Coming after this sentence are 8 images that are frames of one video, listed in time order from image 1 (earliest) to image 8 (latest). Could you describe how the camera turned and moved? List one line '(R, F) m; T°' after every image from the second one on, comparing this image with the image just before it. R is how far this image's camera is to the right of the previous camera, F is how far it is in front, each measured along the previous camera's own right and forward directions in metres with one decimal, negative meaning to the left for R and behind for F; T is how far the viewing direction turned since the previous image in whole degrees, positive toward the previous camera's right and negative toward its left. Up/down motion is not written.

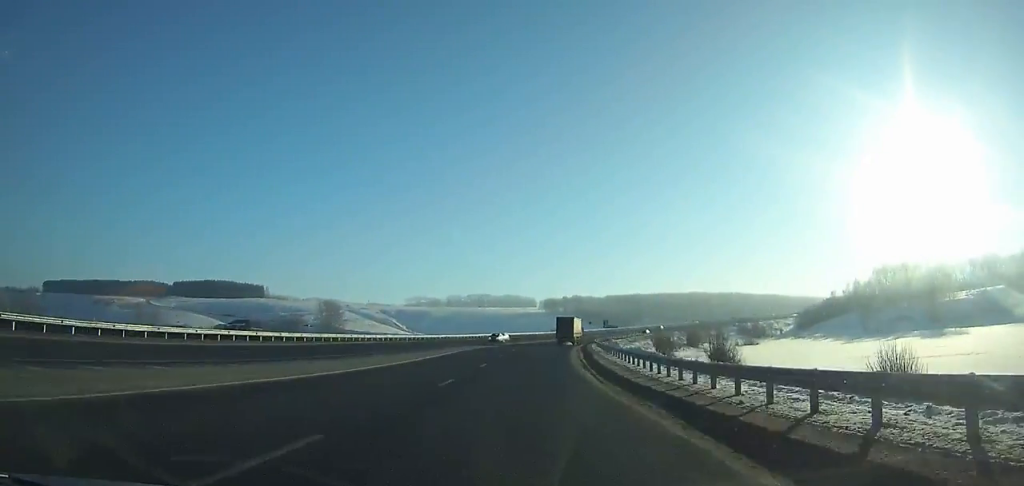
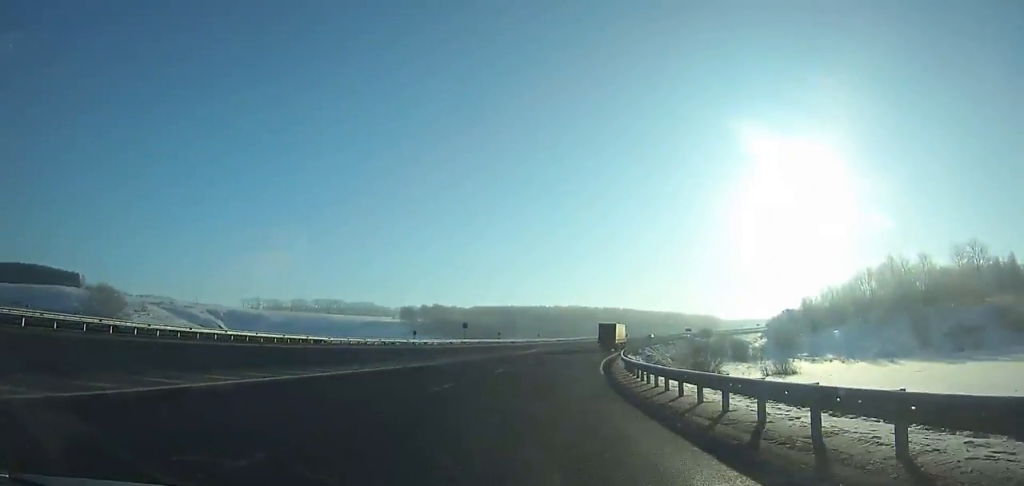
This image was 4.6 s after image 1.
(+10.9, +107.0) m; +15°
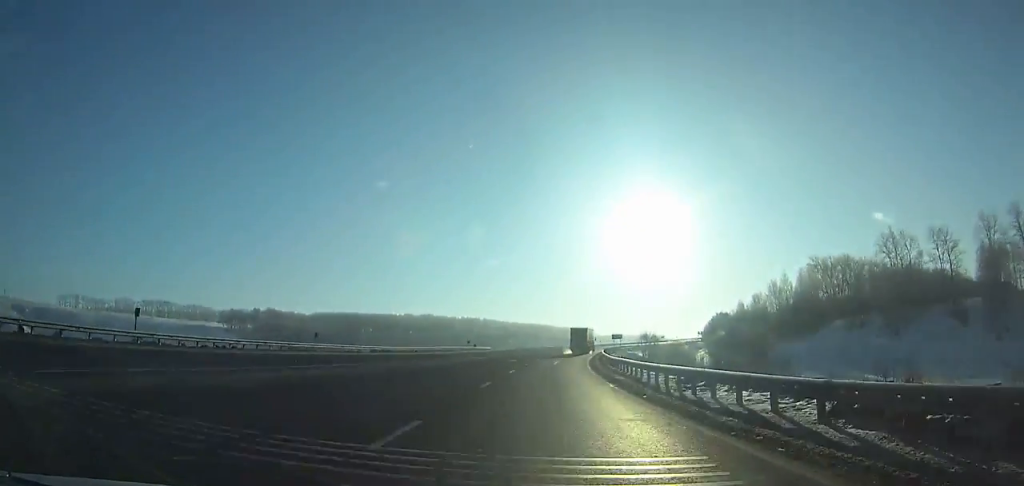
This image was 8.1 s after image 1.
(+10.5, +78.5) m; +12°
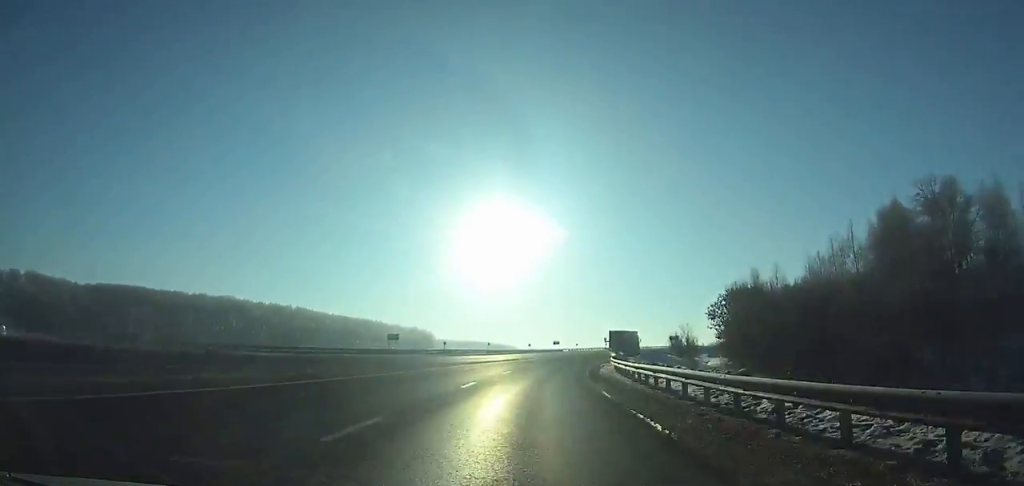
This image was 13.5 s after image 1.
(+15.4, +116.3) m; +18°
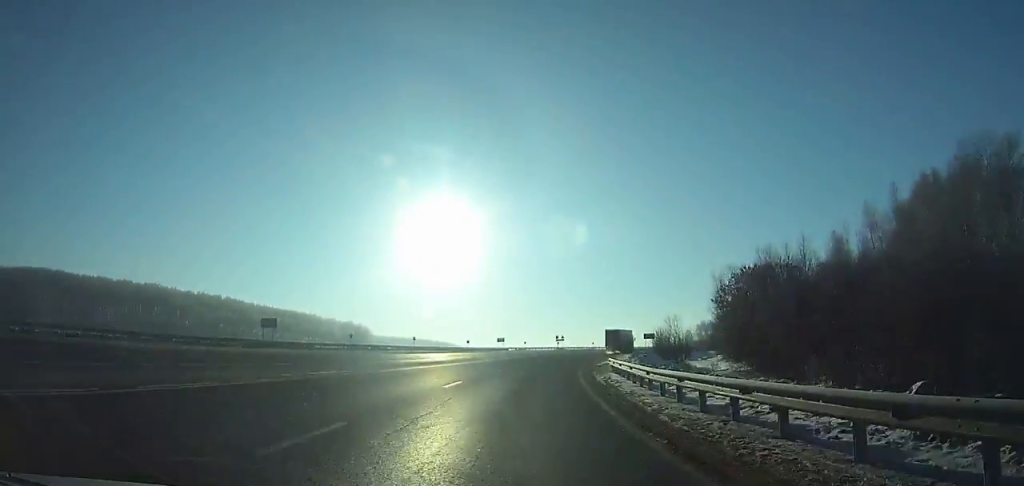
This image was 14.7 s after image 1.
(+2.5, +25.3) m; +4°
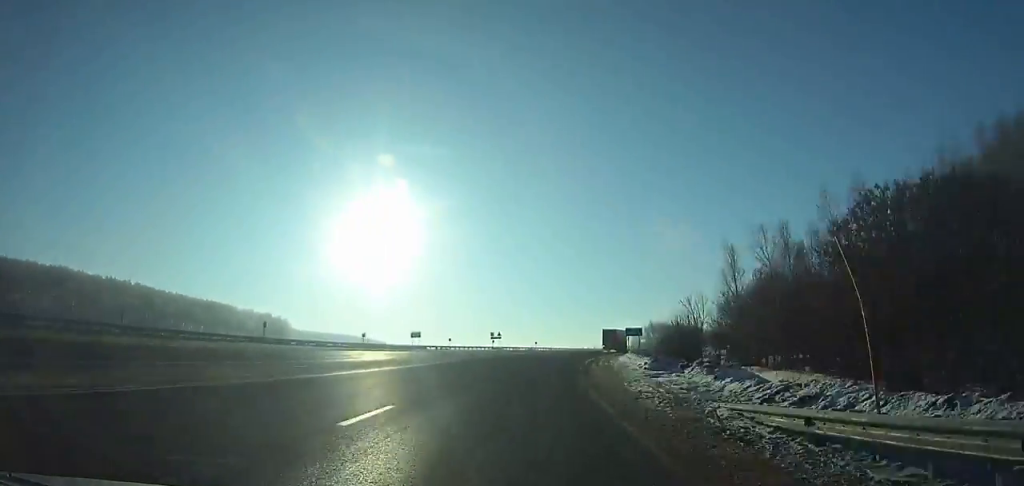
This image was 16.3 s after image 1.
(+0.7, +33.9) m; +6°
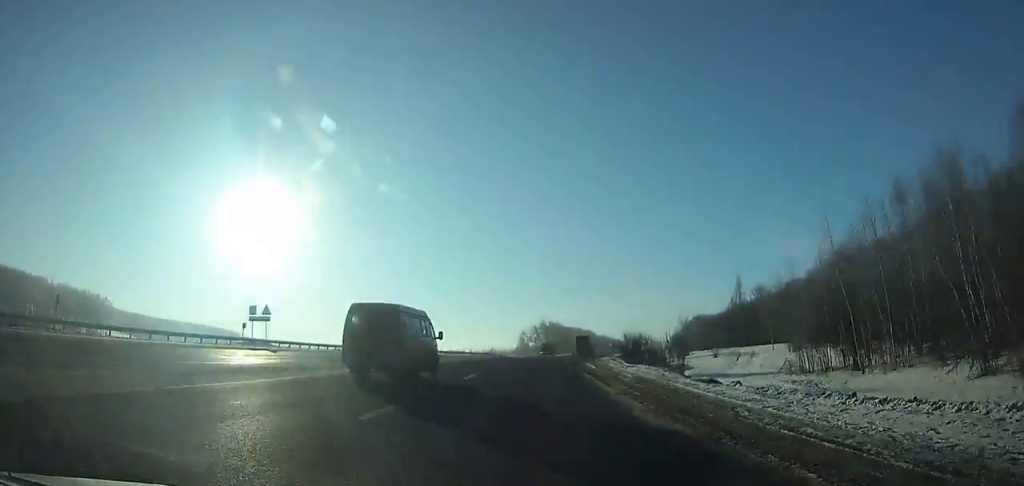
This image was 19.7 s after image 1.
(+7.2, +71.5) m; +10°
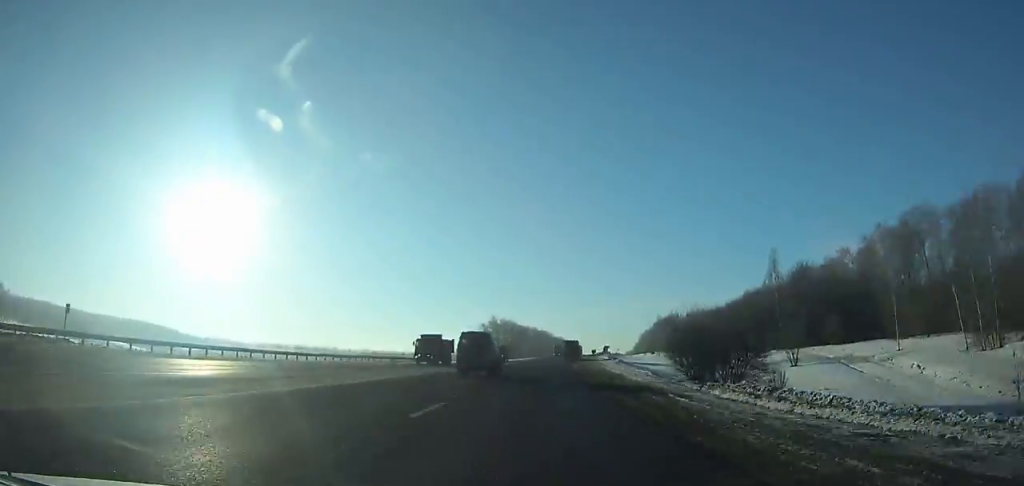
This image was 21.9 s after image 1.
(+2.6, +46.8) m; +5°
